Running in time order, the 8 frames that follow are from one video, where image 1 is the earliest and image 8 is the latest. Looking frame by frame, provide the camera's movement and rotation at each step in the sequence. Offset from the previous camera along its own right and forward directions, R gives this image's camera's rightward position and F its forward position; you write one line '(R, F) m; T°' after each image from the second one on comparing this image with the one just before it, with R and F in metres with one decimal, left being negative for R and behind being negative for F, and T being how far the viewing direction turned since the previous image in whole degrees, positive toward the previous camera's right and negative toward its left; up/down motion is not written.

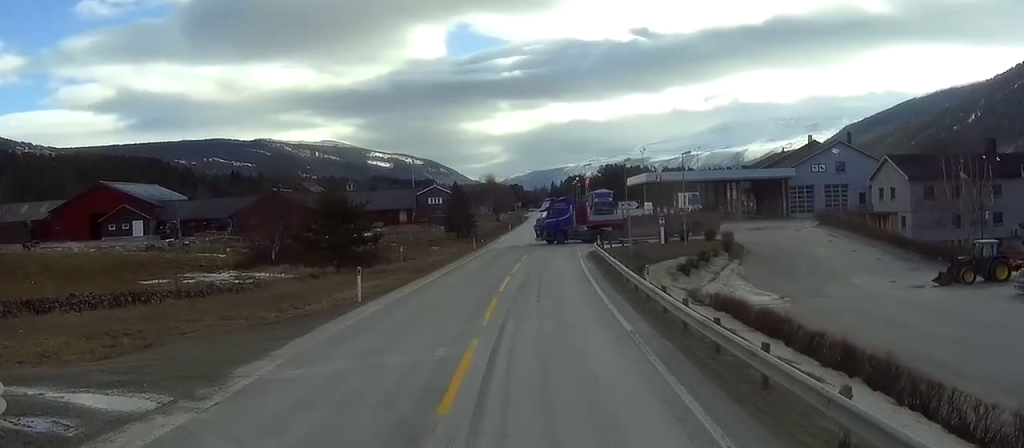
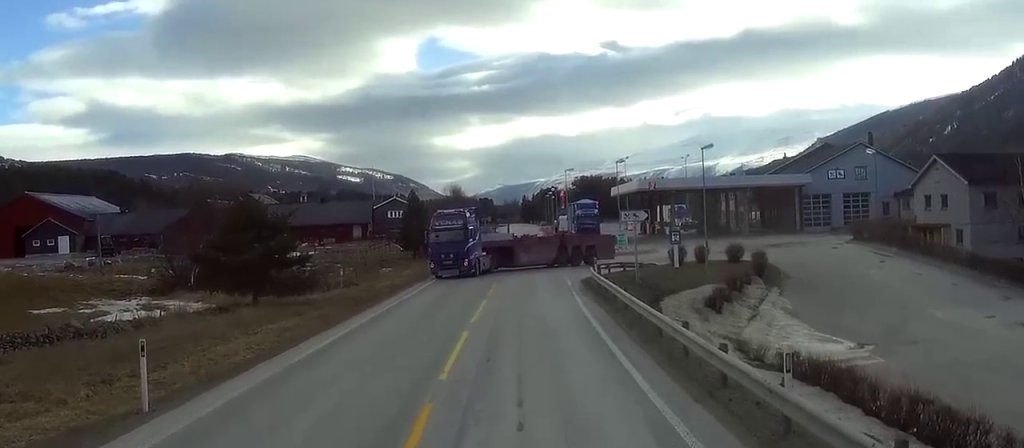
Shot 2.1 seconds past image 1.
(+0.5, +19.2) m; +3°
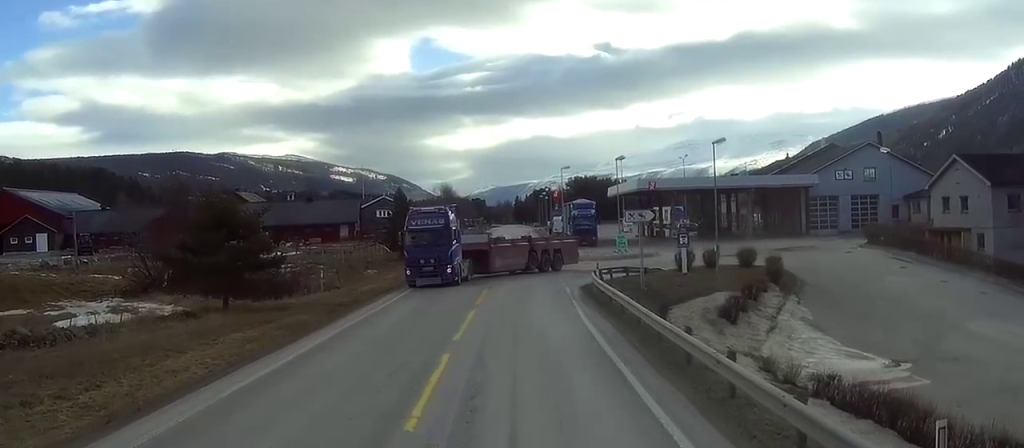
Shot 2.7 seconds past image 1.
(0.0, +5.4) m; 0°
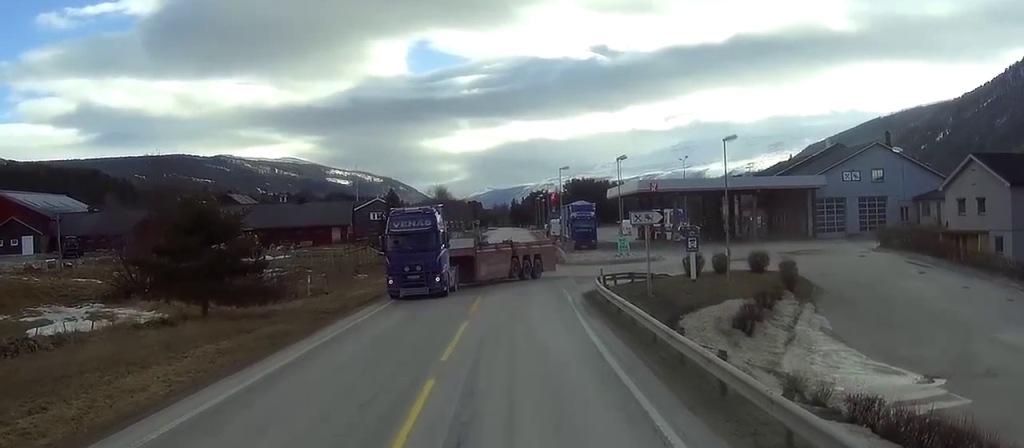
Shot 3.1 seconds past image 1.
(0.0, +3.7) m; 0°
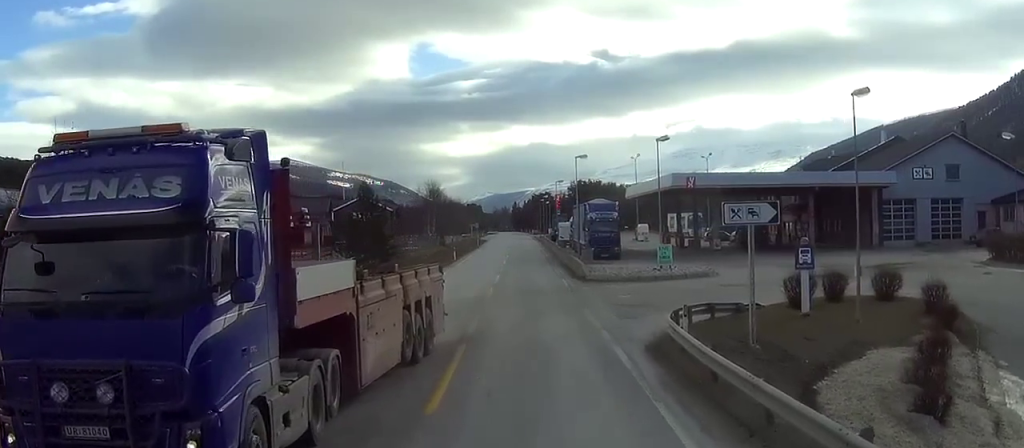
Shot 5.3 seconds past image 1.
(+0.3, +19.4) m; +2°
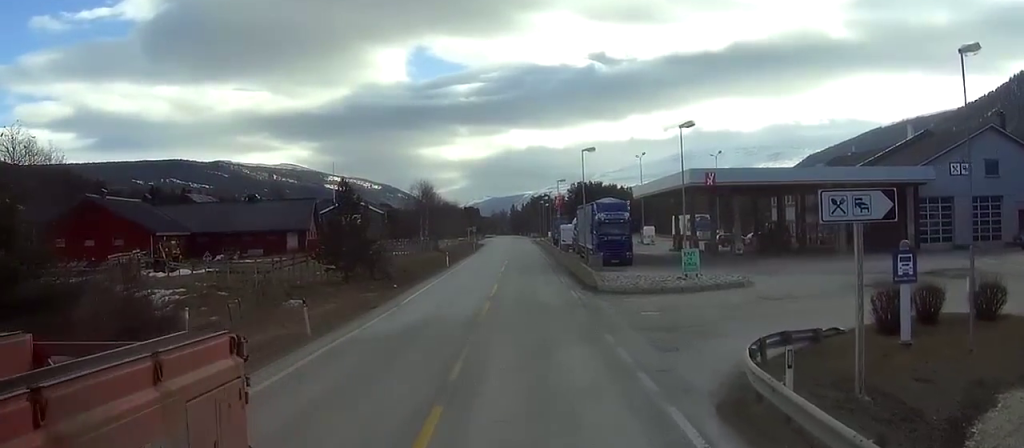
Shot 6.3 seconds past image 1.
(0.0, +8.4) m; 0°
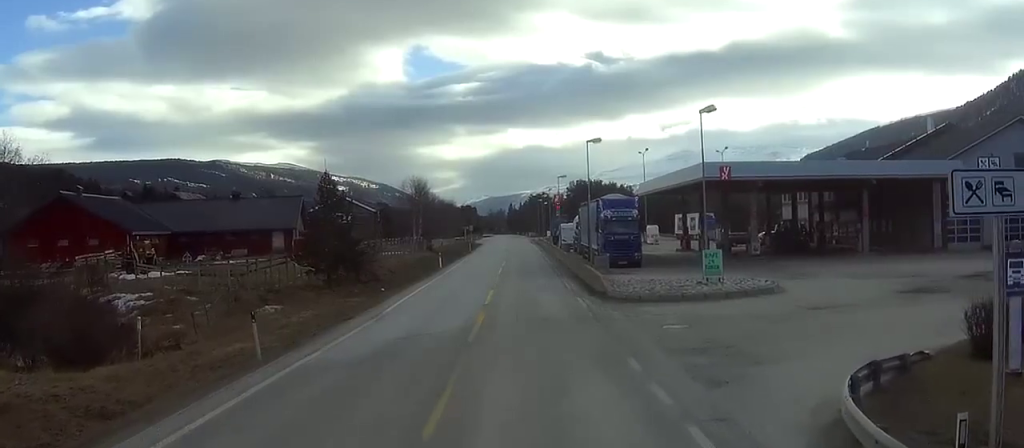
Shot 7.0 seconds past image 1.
(0.0, +5.7) m; 0°
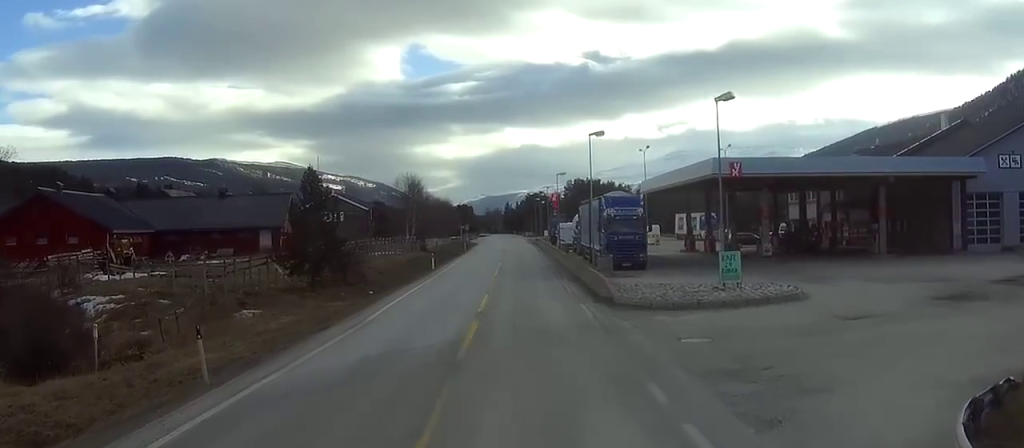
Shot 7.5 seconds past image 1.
(0.0, +4.0) m; +1°
